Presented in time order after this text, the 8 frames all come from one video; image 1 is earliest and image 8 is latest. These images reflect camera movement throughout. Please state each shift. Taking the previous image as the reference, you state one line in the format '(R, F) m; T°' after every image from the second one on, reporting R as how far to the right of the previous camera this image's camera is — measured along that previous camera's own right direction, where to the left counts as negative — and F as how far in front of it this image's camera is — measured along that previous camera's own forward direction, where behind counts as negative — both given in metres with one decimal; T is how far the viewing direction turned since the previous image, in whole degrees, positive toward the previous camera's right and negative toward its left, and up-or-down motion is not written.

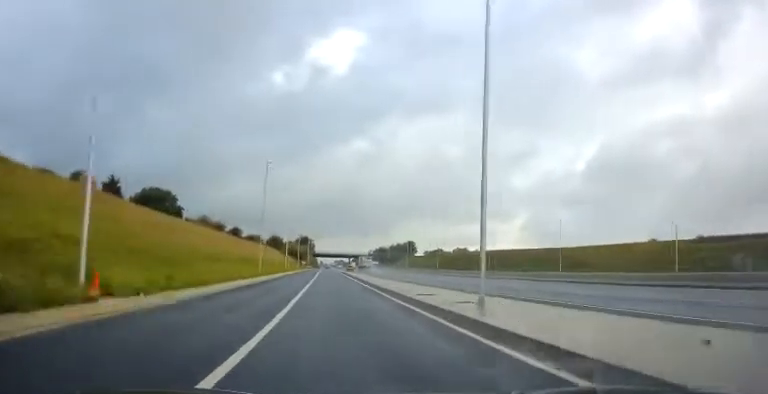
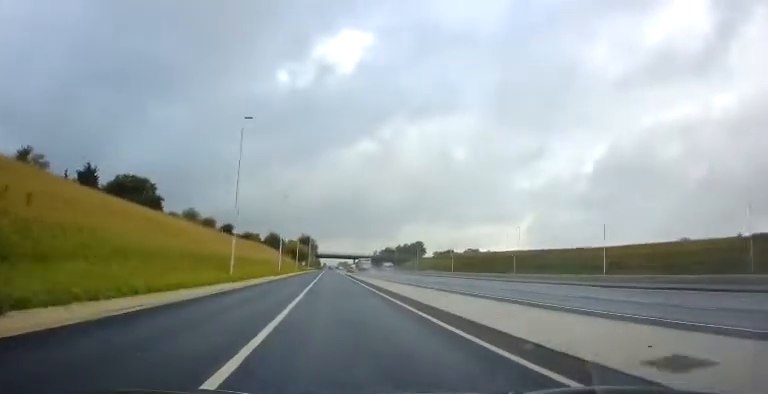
(+0.1, +16.1) m; -1°
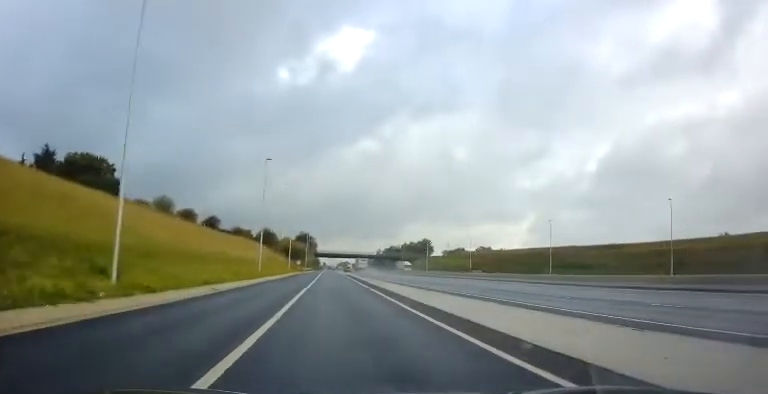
(-0.4, +19.4) m; -1°
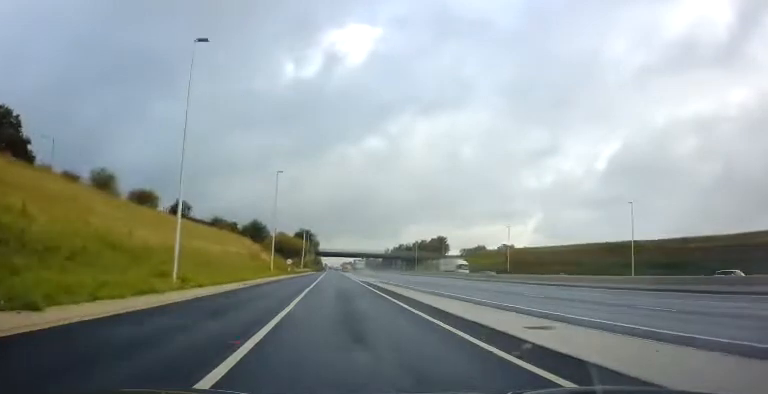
(+0.6, +27.9) m; +1°
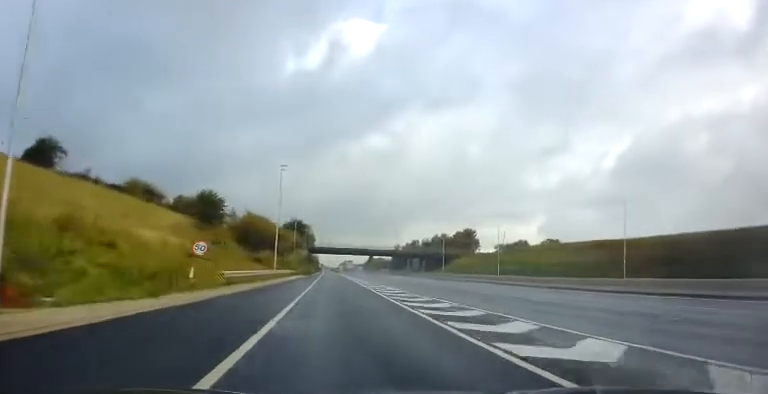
(-0.9, +47.1) m; -1°
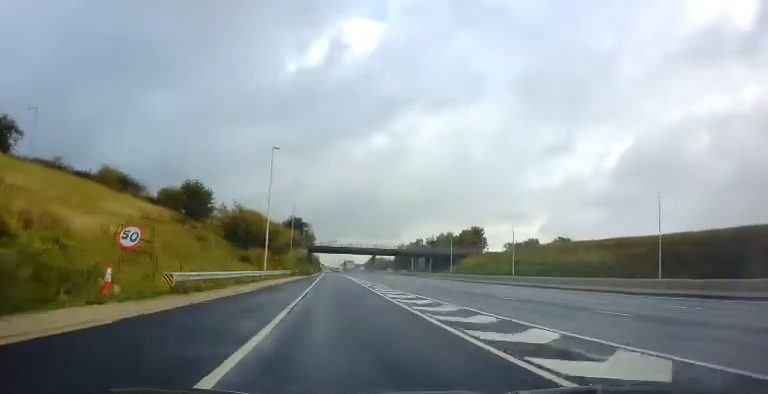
(0.0, +8.2) m; 0°
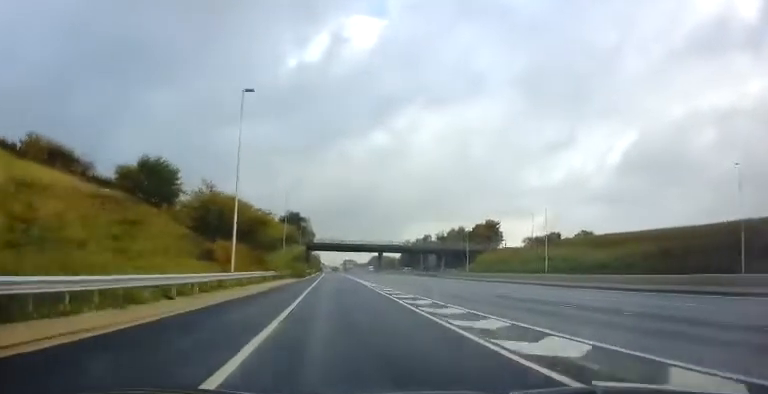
(0.0, +15.1) m; 0°
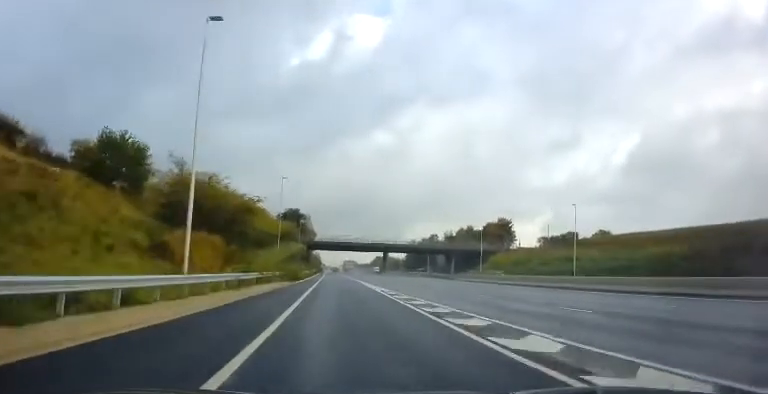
(0.0, +9.8) m; -1°
